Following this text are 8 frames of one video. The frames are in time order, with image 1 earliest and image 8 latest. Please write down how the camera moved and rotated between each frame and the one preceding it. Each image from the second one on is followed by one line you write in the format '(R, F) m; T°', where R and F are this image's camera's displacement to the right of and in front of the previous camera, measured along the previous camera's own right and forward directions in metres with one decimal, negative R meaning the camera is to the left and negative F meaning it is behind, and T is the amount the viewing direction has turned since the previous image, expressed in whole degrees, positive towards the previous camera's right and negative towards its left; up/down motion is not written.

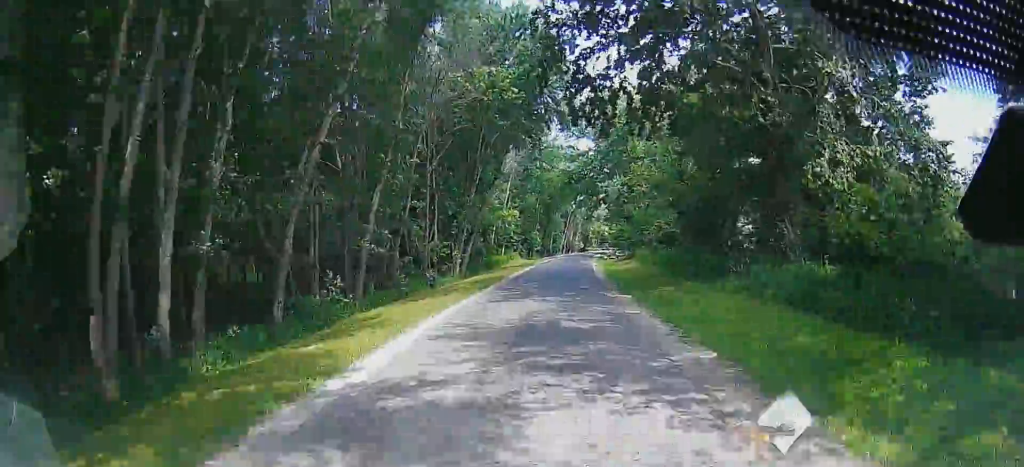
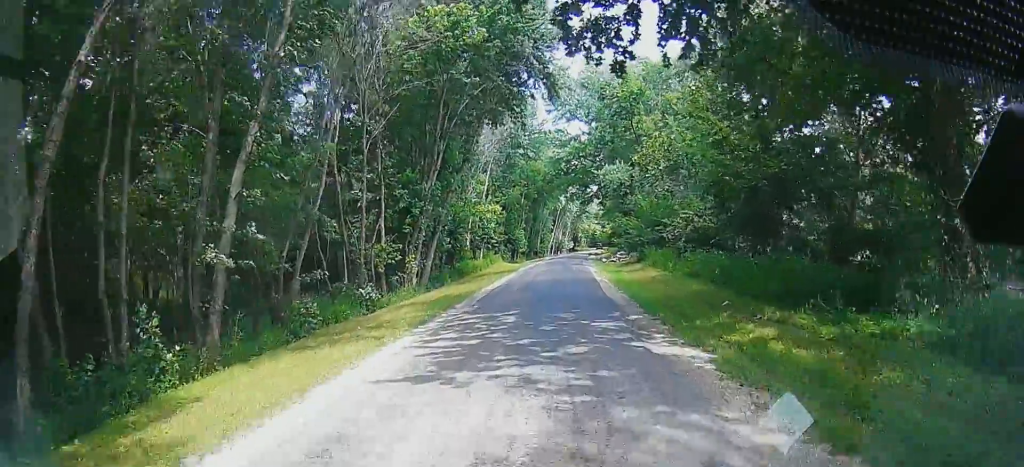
(0.0, +10.7) m; 0°
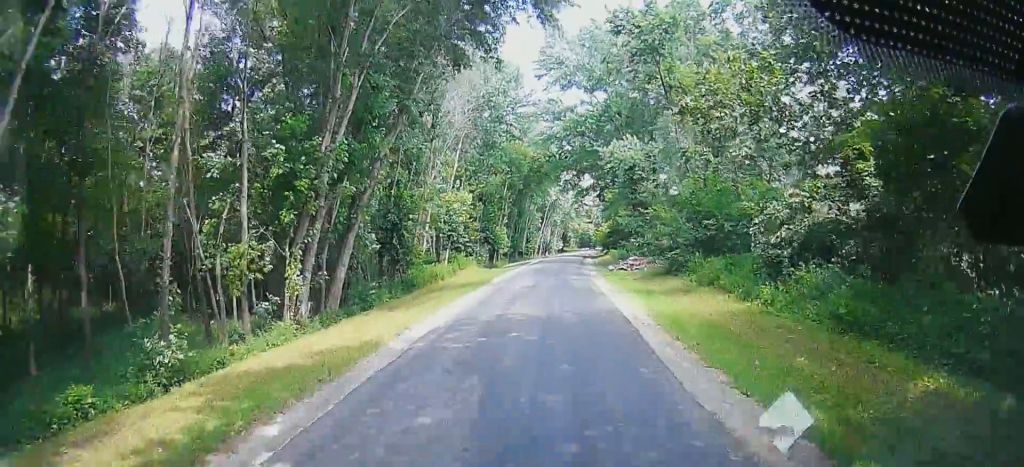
(-0.1, +14.0) m; -2°
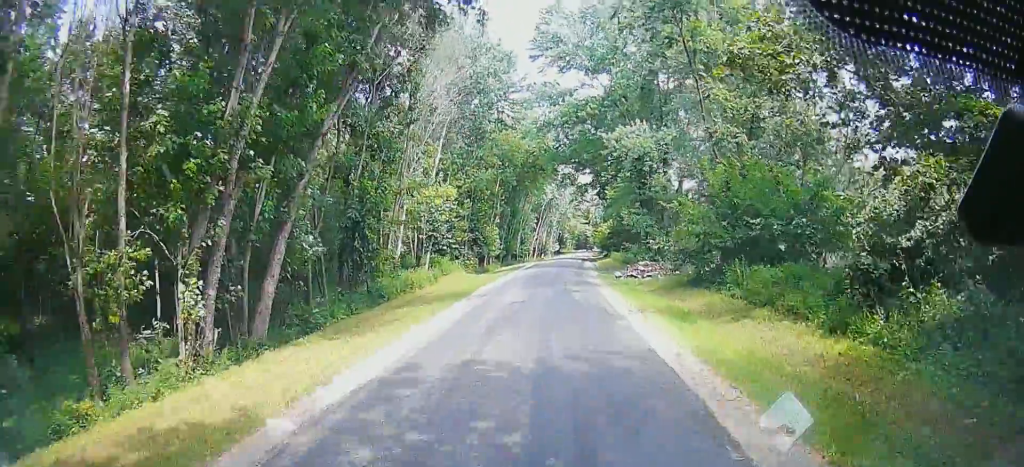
(-0.1, +6.3) m; -1°
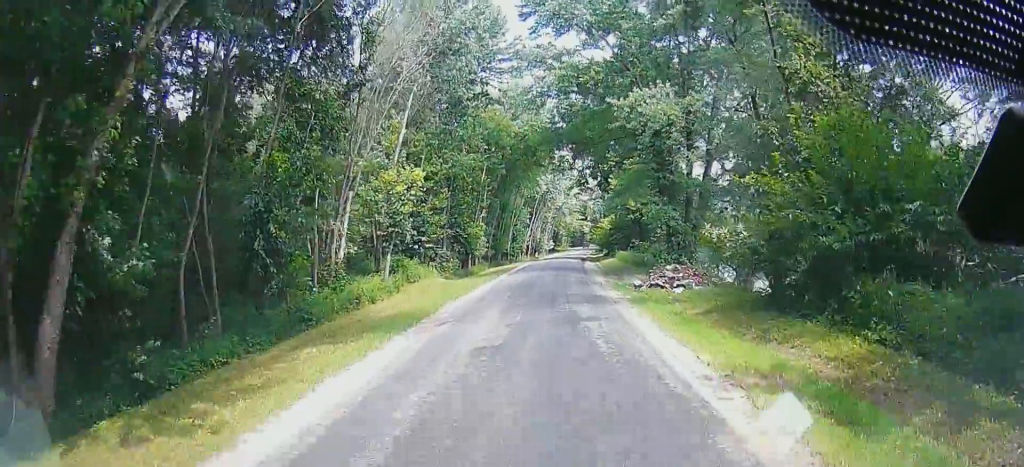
(0.0, +9.2) m; 0°
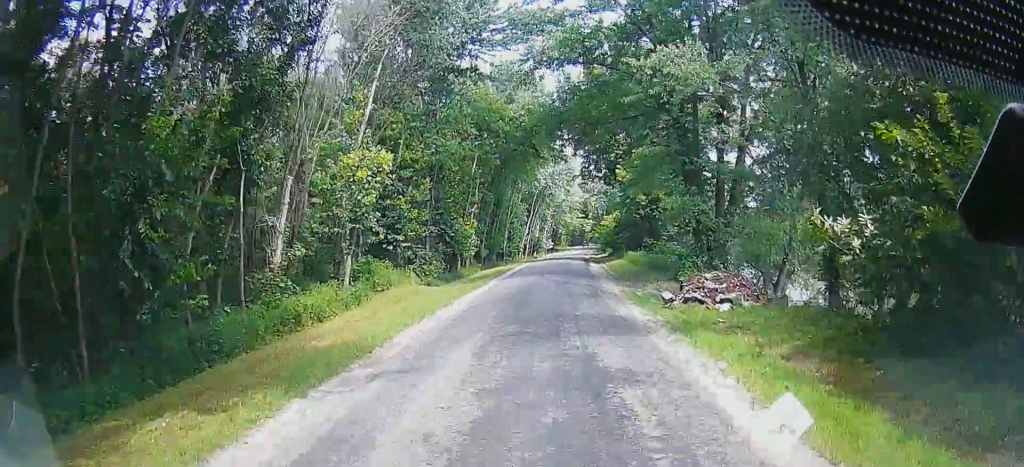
(0.0, +6.2) m; 0°
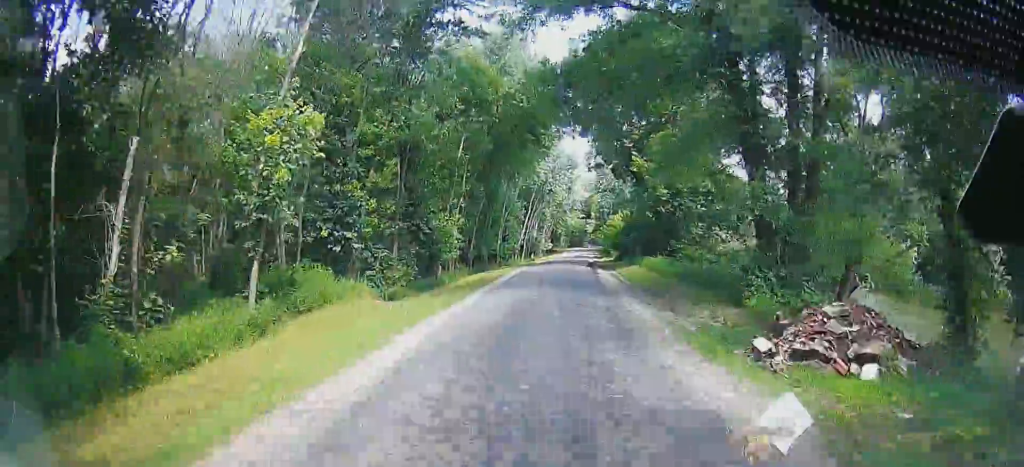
(0.0, +9.1) m; 0°
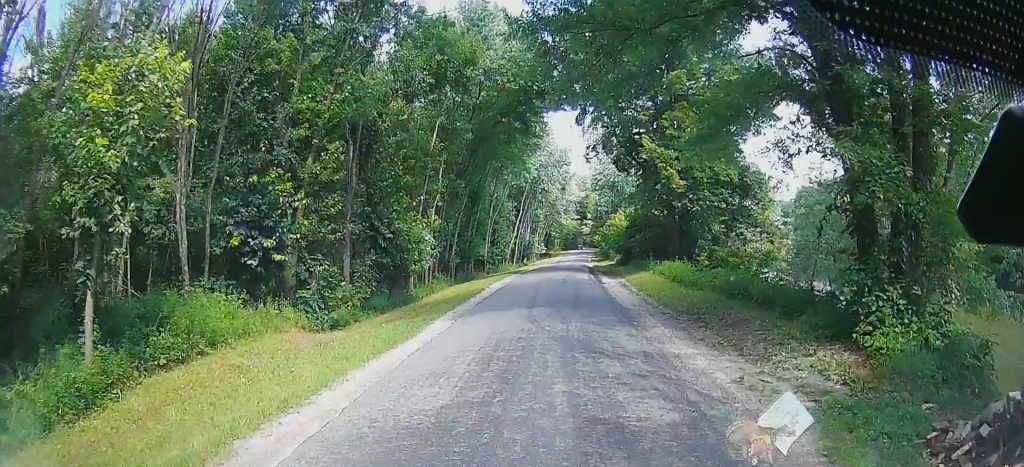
(0.0, +7.7) m; +3°
